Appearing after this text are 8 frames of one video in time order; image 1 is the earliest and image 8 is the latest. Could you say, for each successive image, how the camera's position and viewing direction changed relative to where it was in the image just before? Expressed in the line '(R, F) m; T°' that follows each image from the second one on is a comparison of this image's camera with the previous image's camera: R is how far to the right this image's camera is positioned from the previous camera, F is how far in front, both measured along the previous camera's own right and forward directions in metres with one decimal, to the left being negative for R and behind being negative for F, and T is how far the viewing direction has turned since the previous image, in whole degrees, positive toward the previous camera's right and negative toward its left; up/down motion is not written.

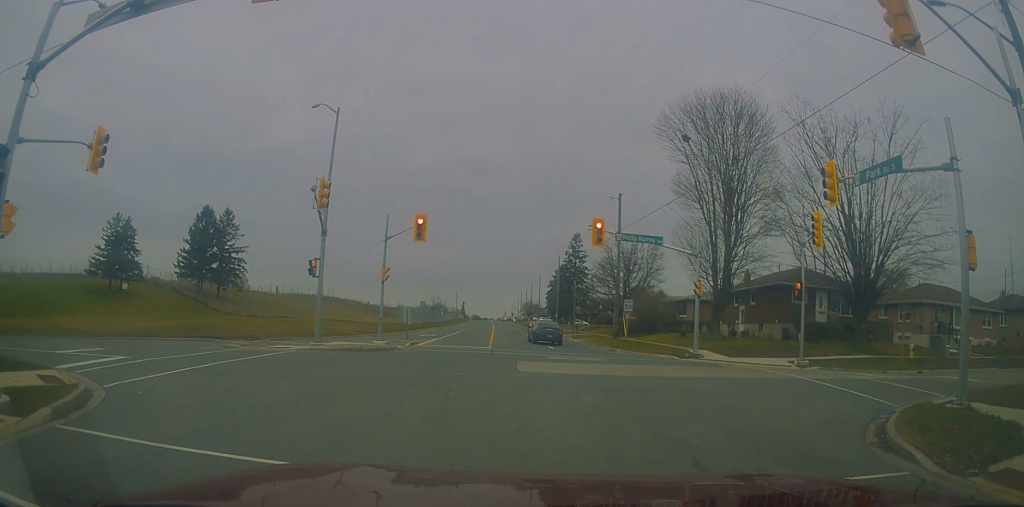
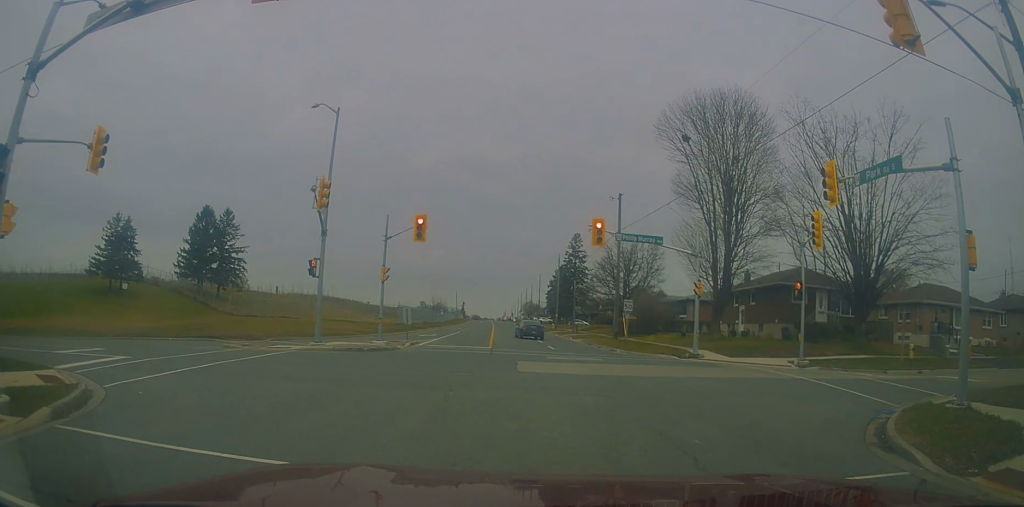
(0.0, 0.0) m; 0°
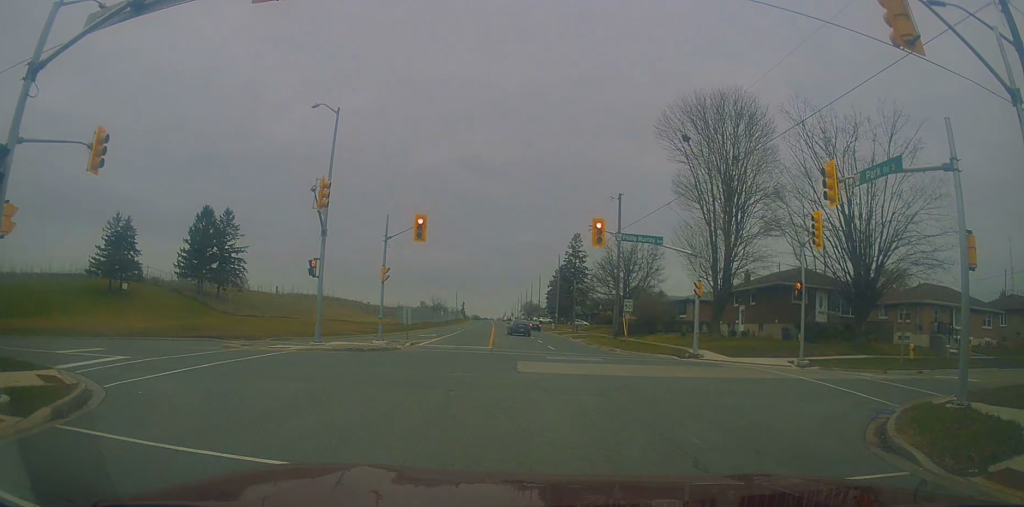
(0.0, 0.0) m; 0°
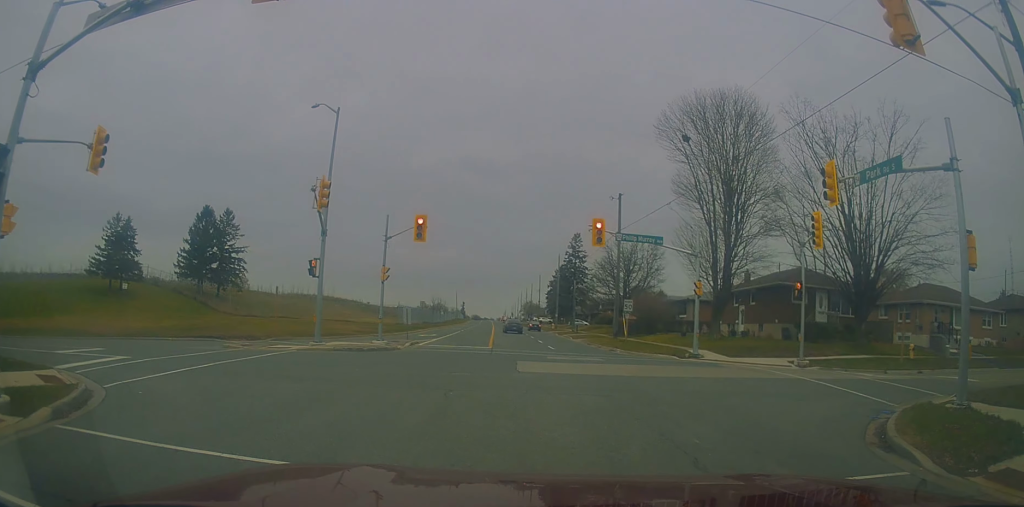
(0.0, 0.0) m; 0°
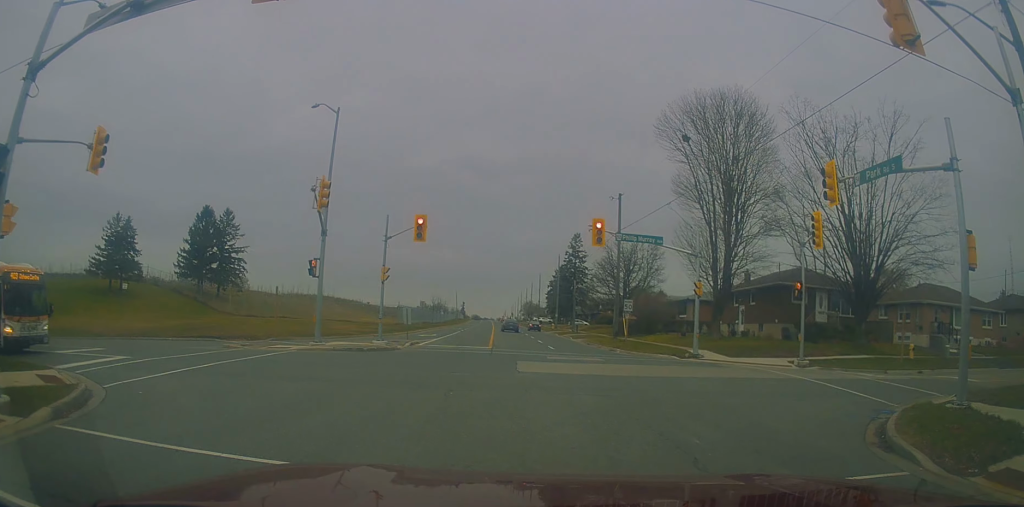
(0.0, 0.0) m; 0°
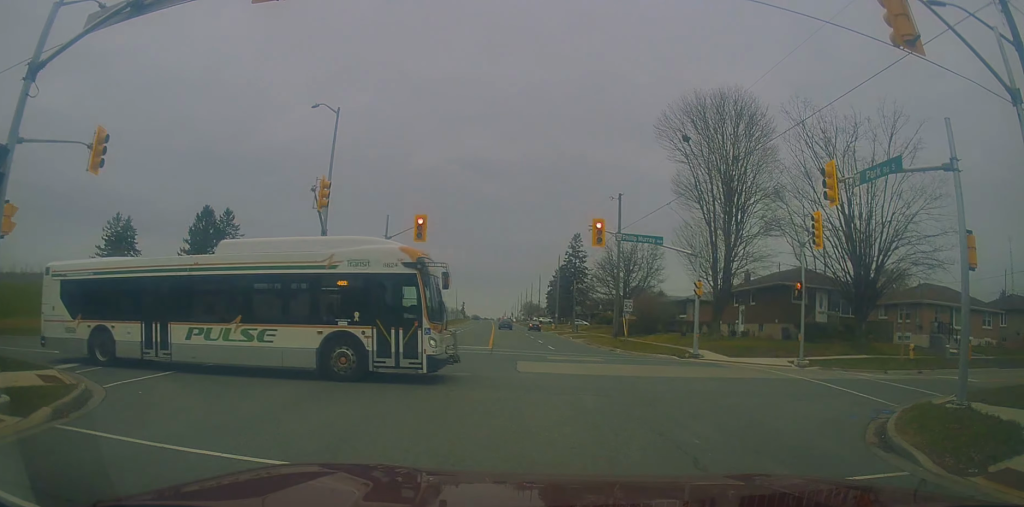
(0.0, 0.0) m; 0°
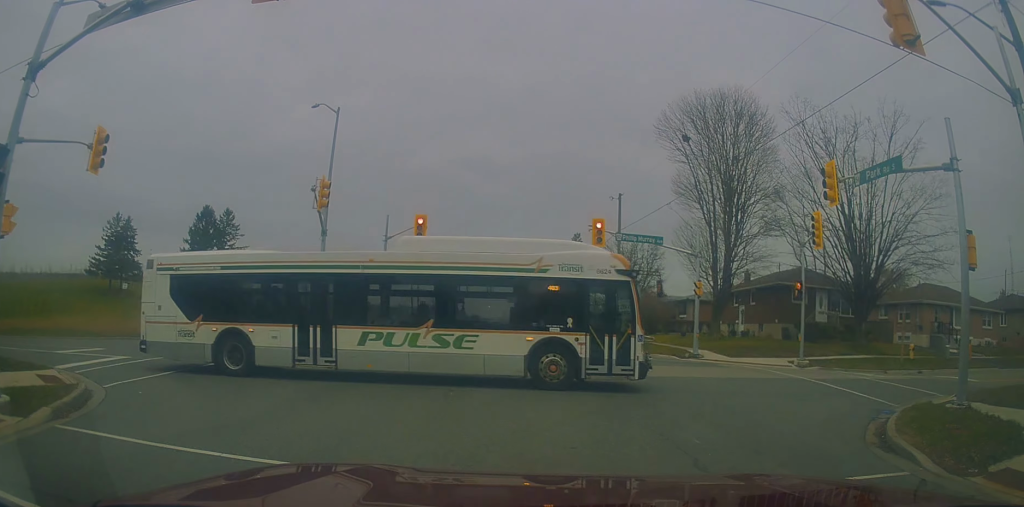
(0.0, 0.0) m; 0°
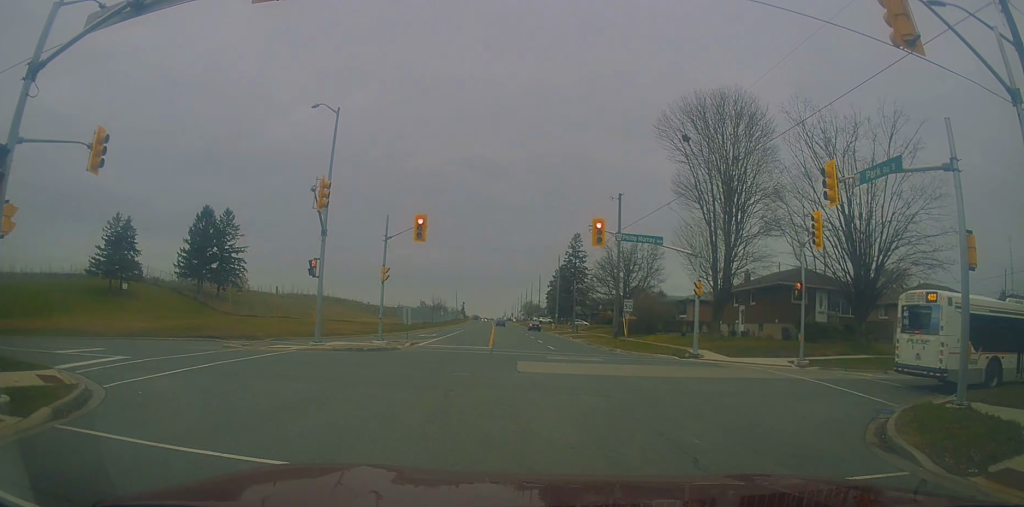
(0.0, 0.0) m; 0°
